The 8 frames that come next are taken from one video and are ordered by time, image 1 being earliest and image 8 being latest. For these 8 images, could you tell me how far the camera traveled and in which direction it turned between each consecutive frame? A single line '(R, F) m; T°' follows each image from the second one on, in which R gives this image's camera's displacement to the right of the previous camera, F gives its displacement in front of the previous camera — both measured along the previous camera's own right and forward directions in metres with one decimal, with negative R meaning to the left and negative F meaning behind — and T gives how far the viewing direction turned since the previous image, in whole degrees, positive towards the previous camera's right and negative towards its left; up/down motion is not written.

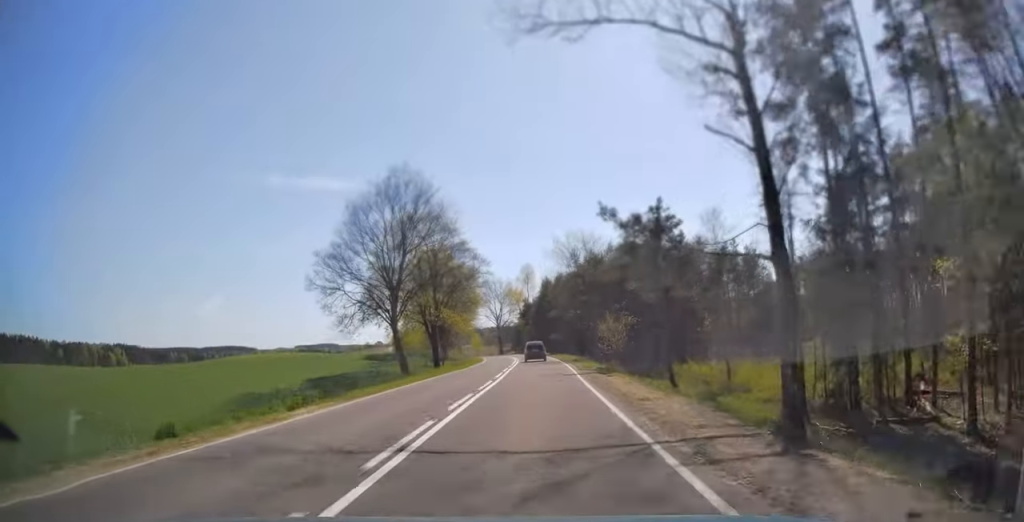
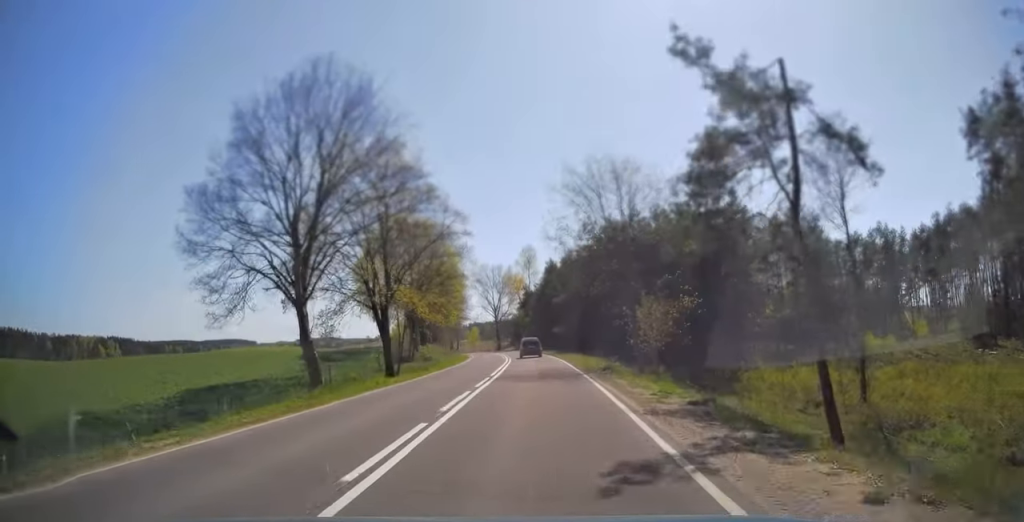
(0.0, +18.6) m; -1°
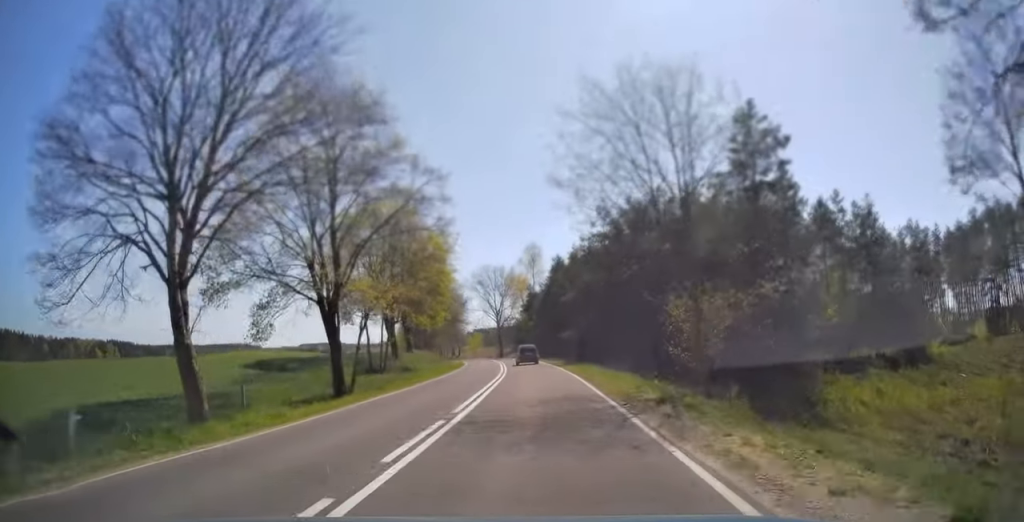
(0.0, +10.5) m; -1°
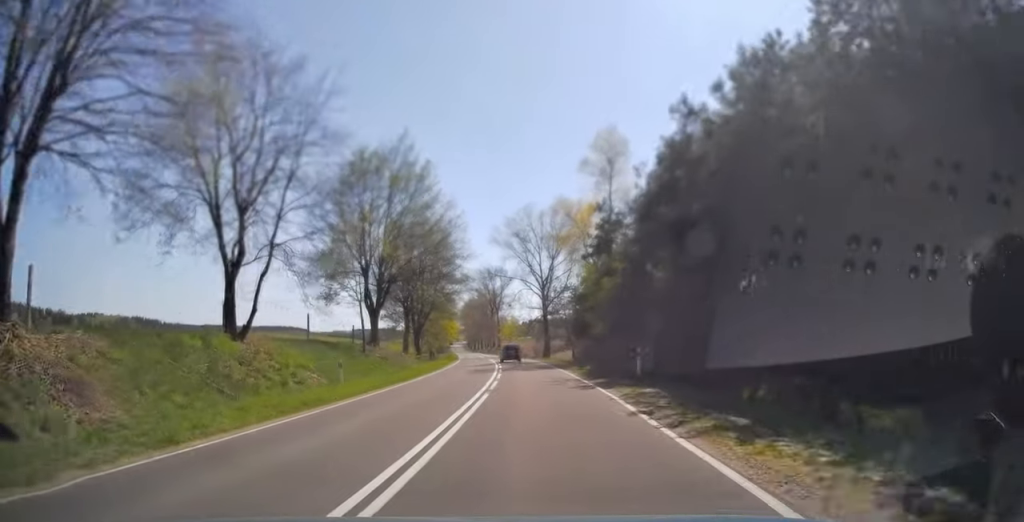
(-2.3, +53.5) m; -6°
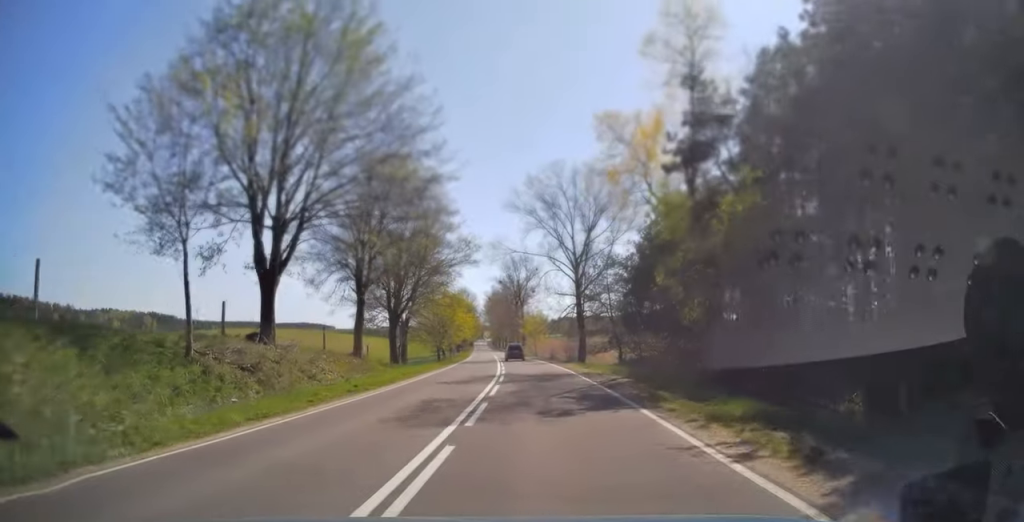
(-0.4, +21.2) m; -2°
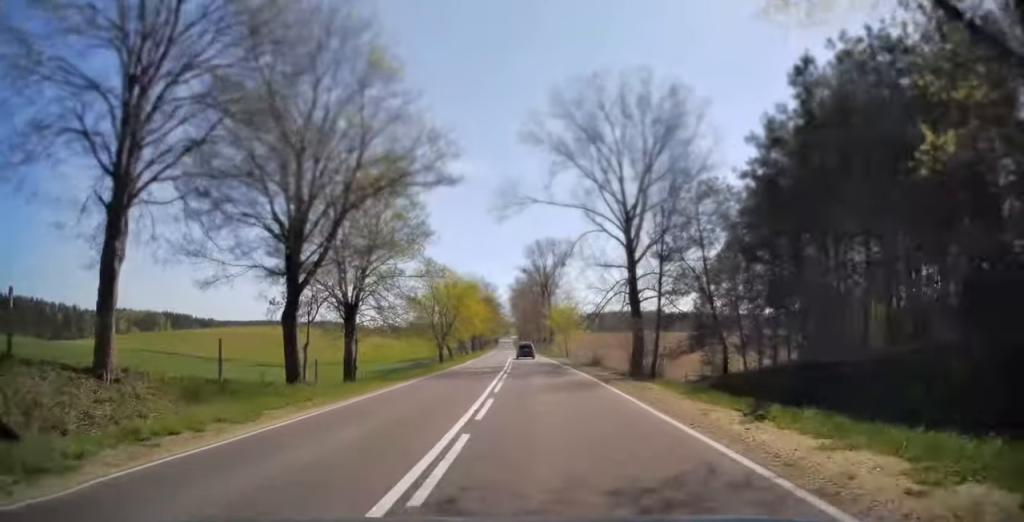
(-0.5, +22.9) m; -2°
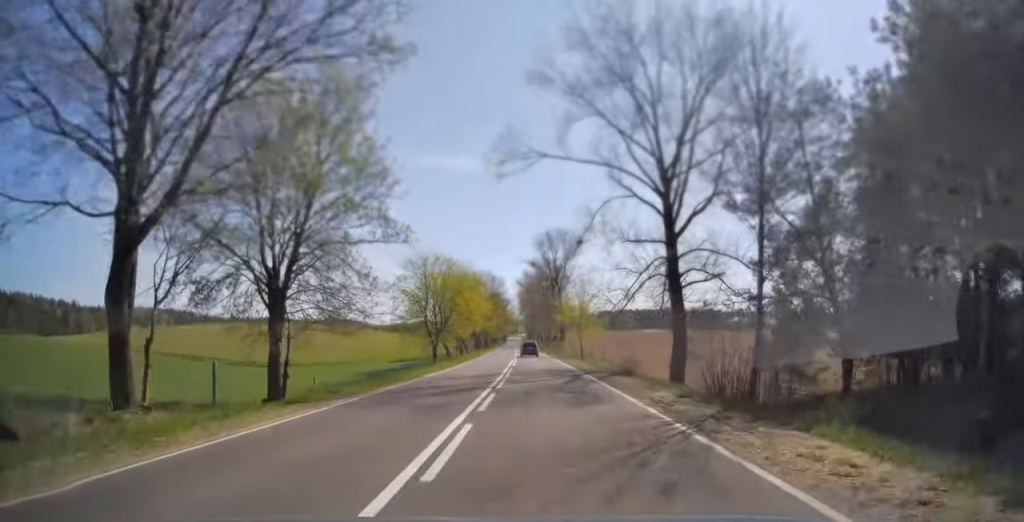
(-0.2, +11.0) m; -1°
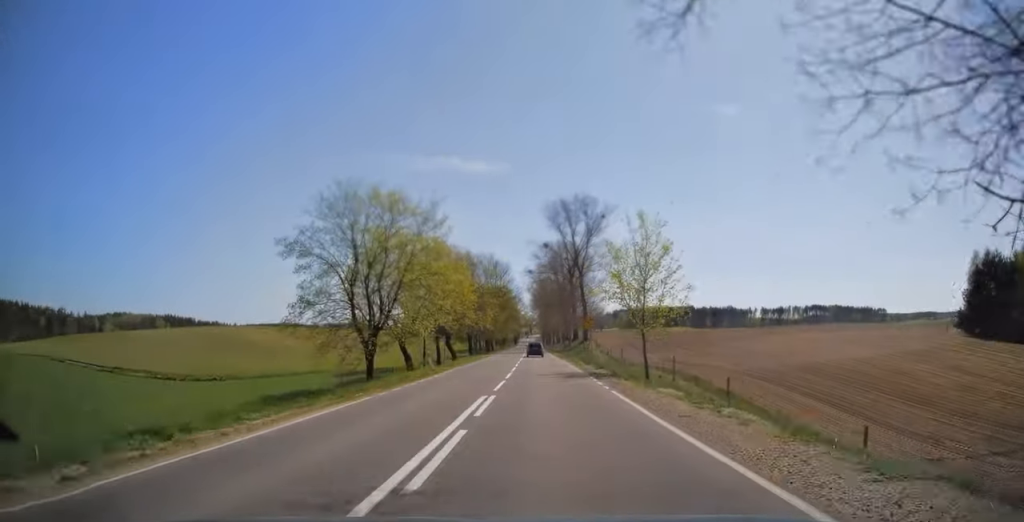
(-0.5, +30.4) m; -1°
